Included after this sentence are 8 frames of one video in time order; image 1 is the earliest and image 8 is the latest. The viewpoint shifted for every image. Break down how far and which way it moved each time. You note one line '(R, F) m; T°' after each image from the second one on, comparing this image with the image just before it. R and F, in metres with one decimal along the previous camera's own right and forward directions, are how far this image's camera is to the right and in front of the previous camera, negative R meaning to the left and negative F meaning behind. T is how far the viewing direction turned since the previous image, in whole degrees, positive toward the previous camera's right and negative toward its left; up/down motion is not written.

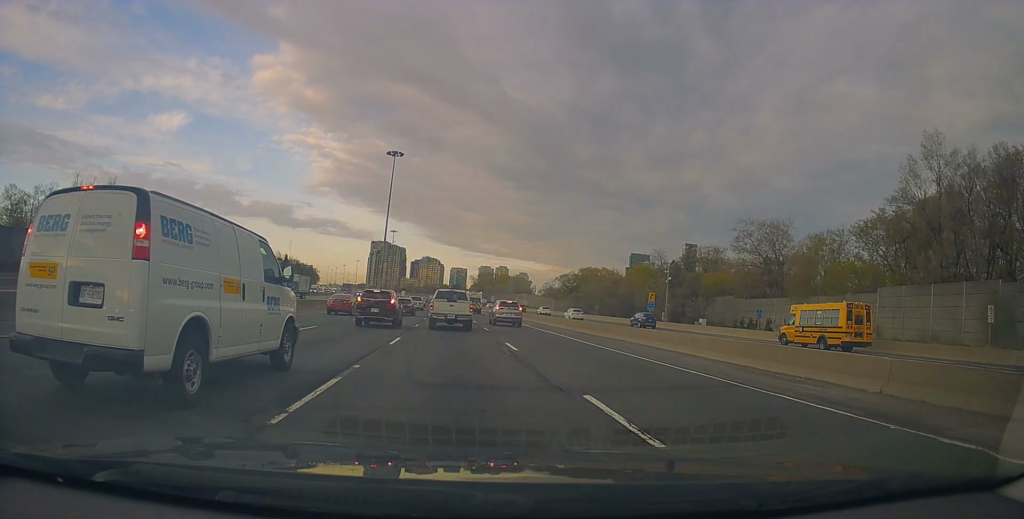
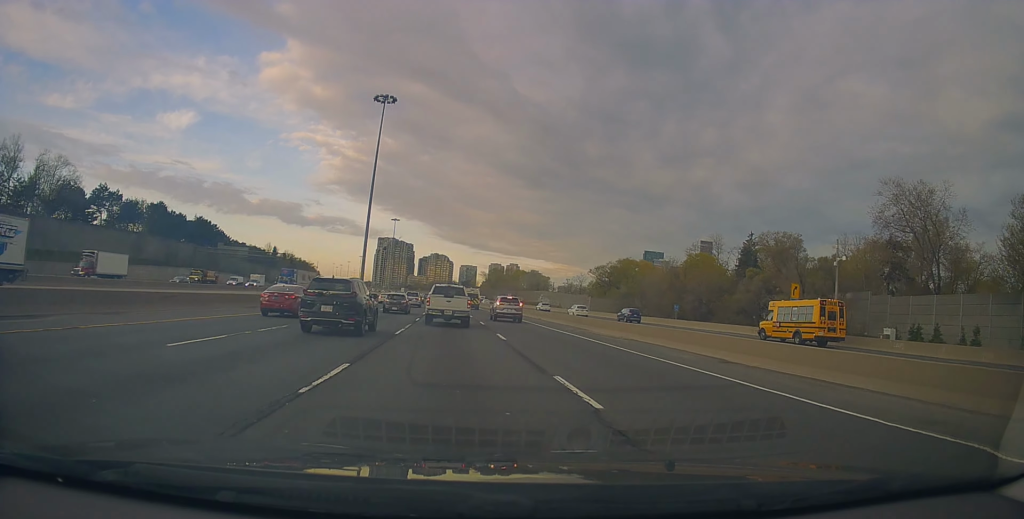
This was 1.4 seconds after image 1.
(-0.6, +33.2) m; -2°
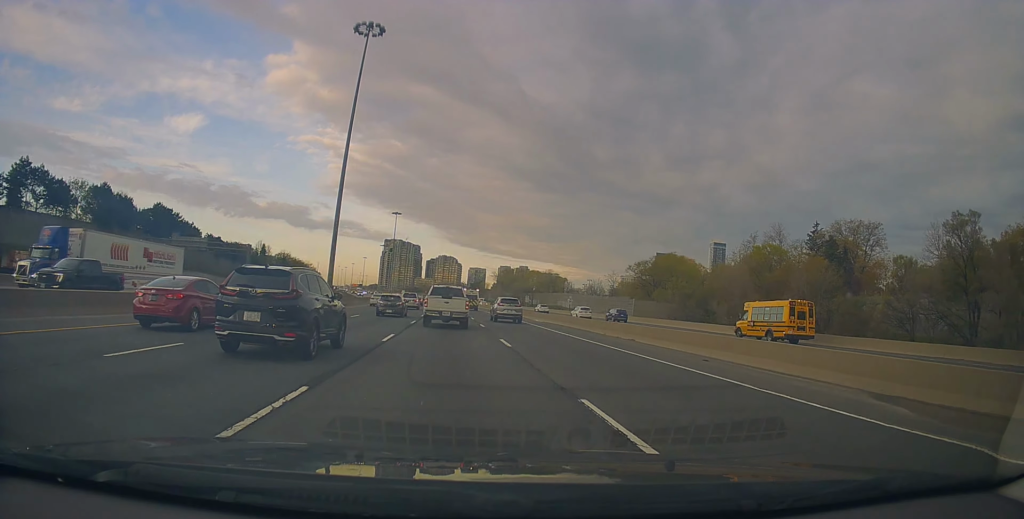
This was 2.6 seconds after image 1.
(-0.1, +26.4) m; 0°
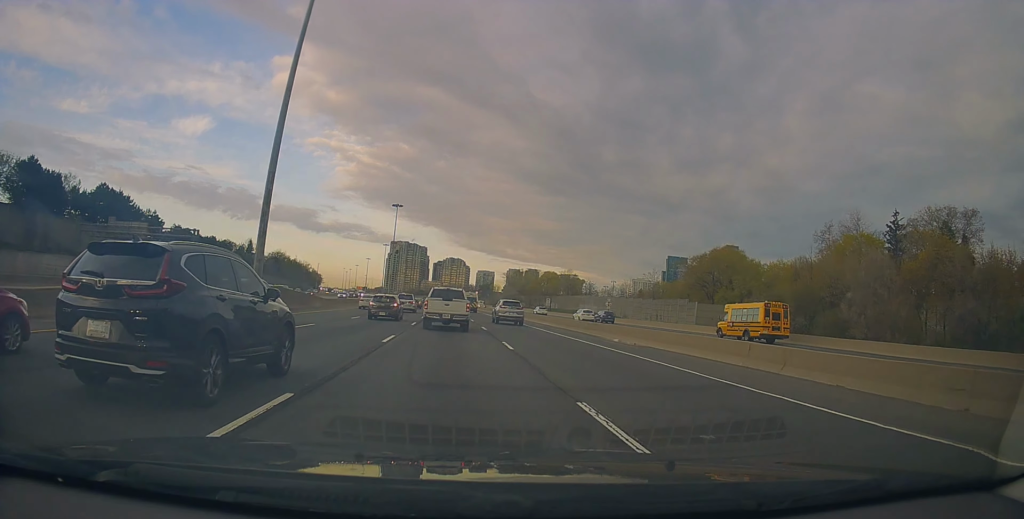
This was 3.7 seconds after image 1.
(-0.1, +24.6) m; -1°
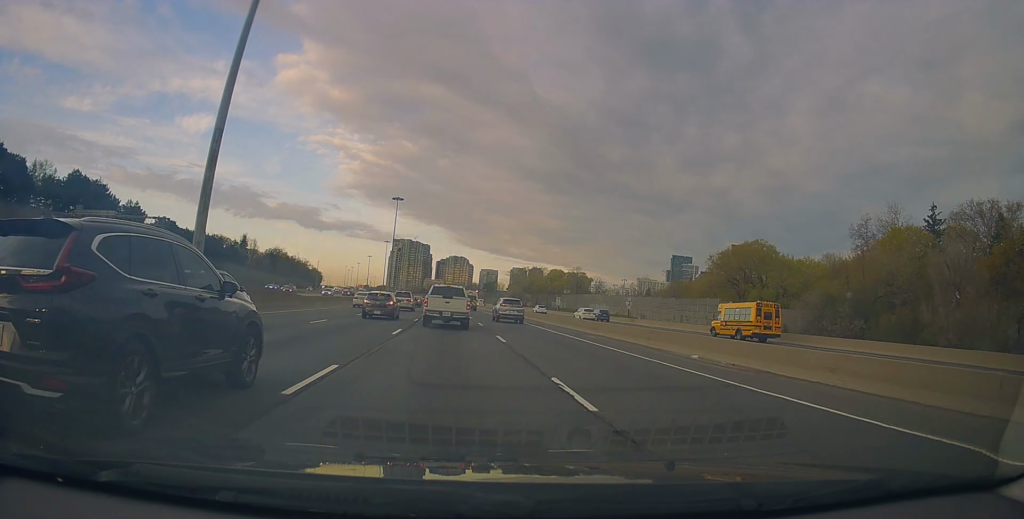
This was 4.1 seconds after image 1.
(-0.2, +9.1) m; -1°
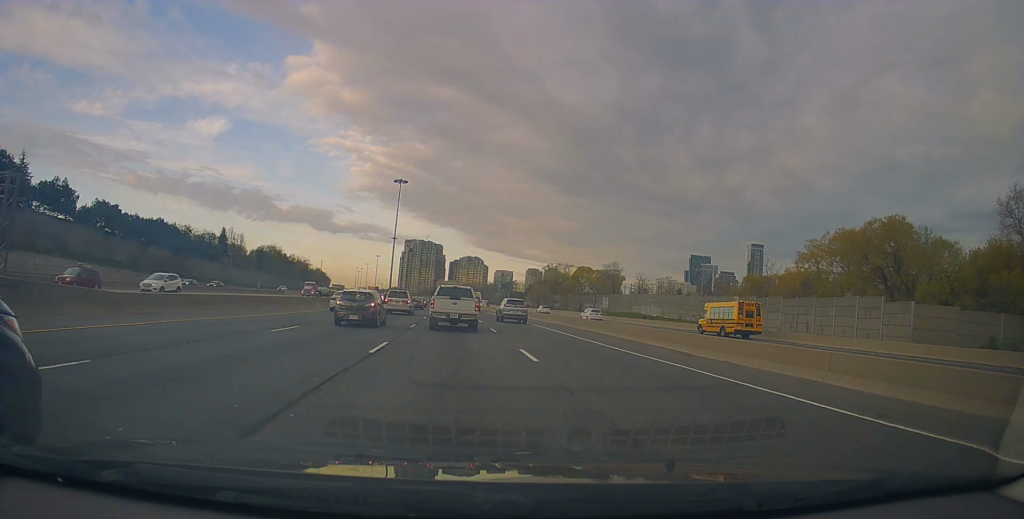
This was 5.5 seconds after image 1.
(+0.1, +30.1) m; -1°
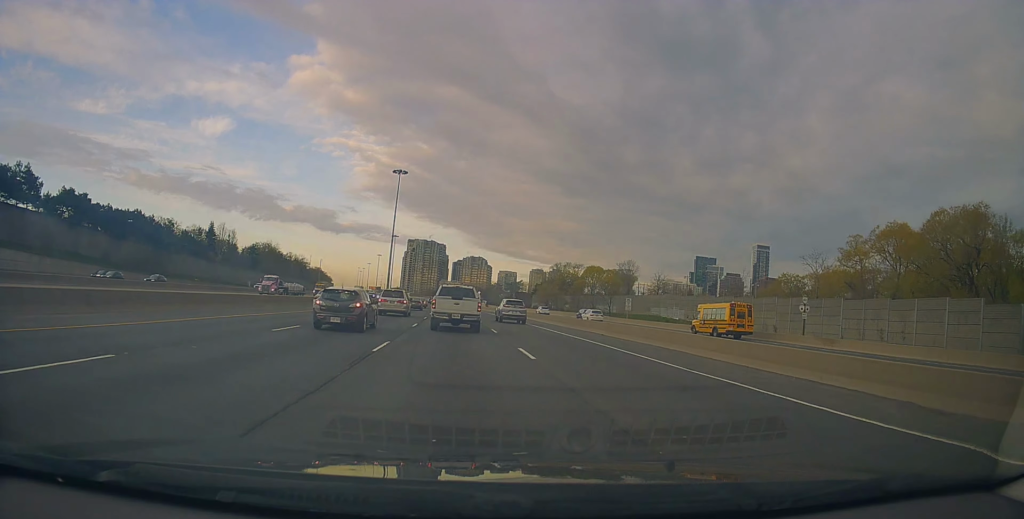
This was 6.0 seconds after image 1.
(0.0, +12.0) m; -1°
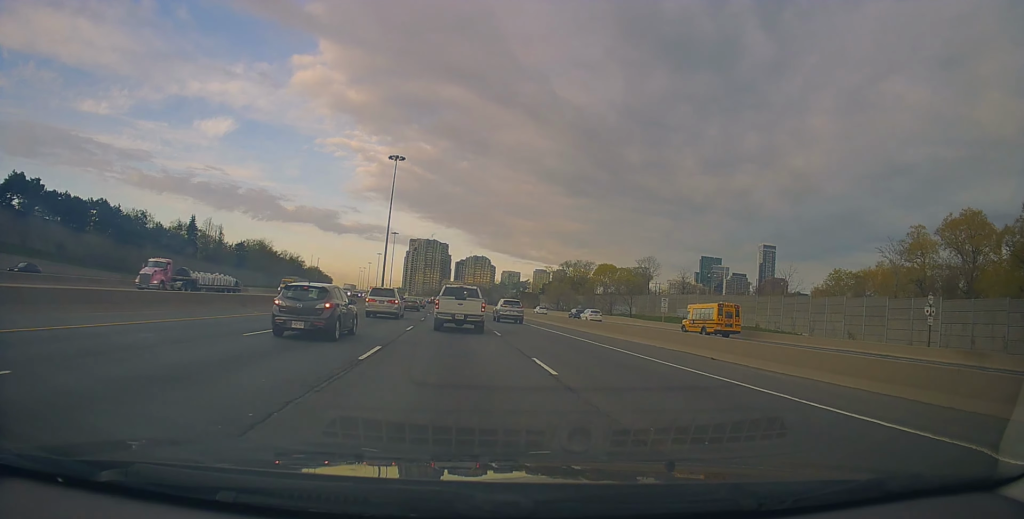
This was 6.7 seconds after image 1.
(-0.3, +14.4) m; -1°
